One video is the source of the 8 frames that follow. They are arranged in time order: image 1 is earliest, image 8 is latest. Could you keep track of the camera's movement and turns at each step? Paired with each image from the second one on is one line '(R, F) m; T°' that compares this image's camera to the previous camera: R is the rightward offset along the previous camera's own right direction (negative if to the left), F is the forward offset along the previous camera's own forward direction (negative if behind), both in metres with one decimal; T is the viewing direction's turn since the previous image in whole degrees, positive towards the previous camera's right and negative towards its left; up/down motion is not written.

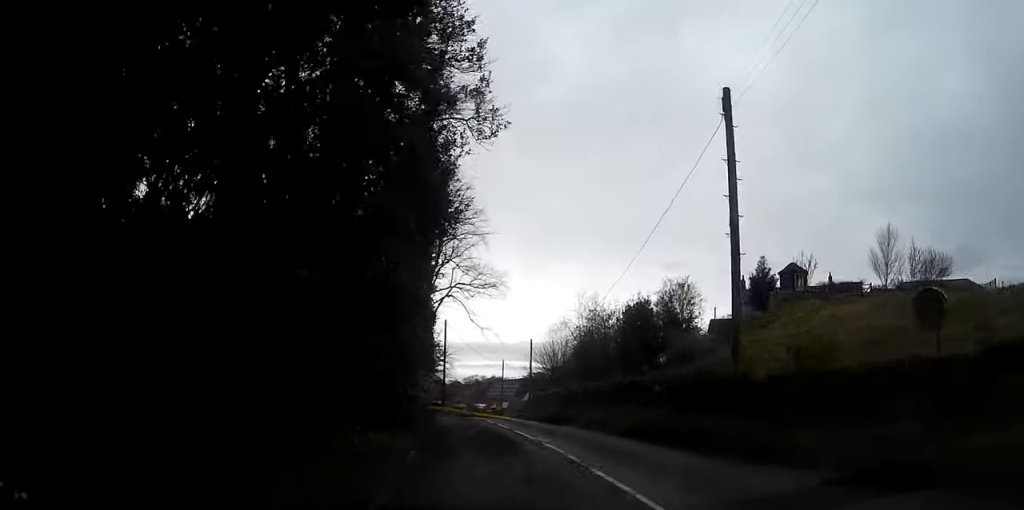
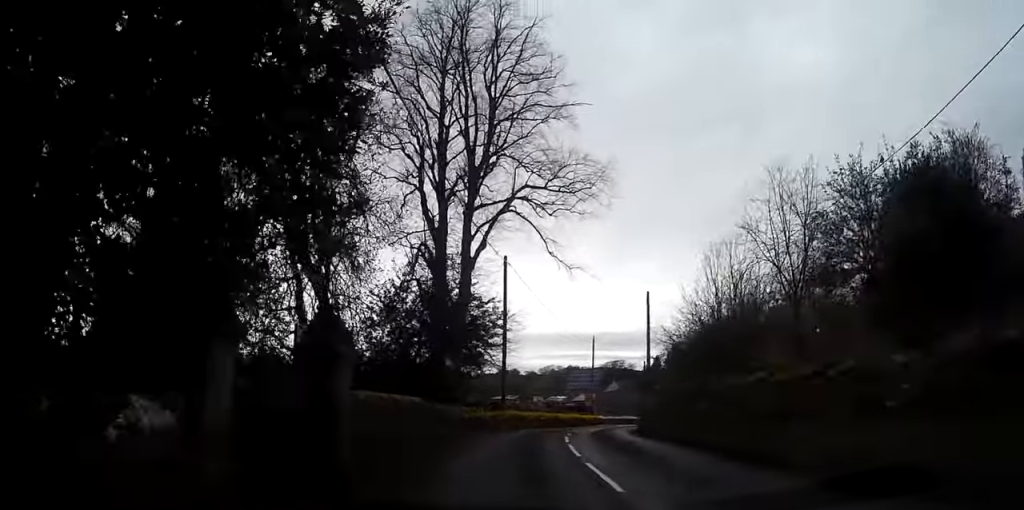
(-1.6, +28.4) m; -5°
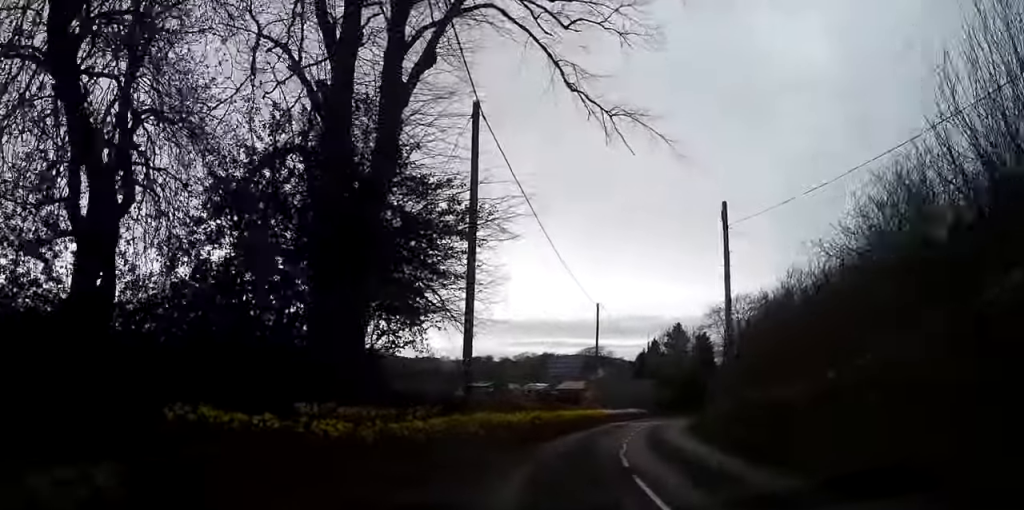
(-0.1, +19.3) m; +1°
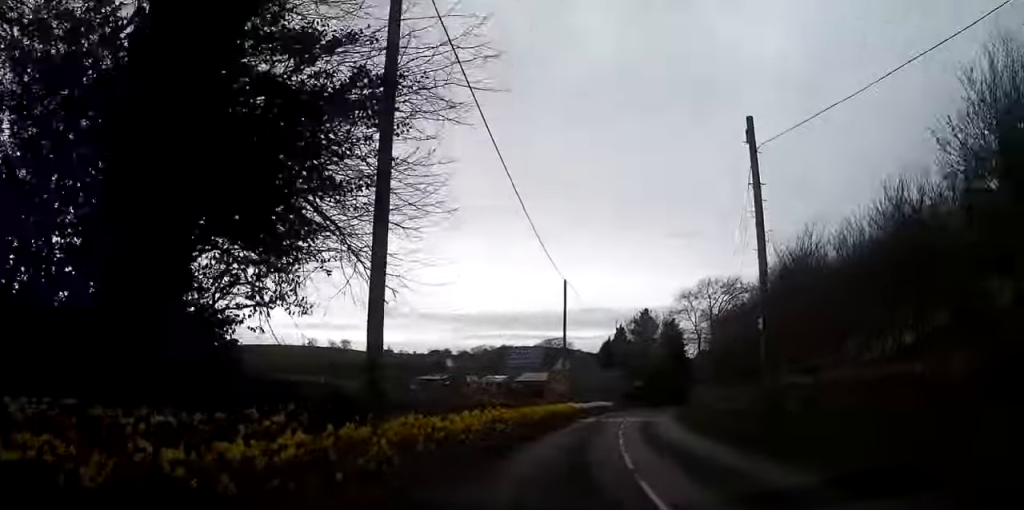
(+0.1, +7.2) m; +2°
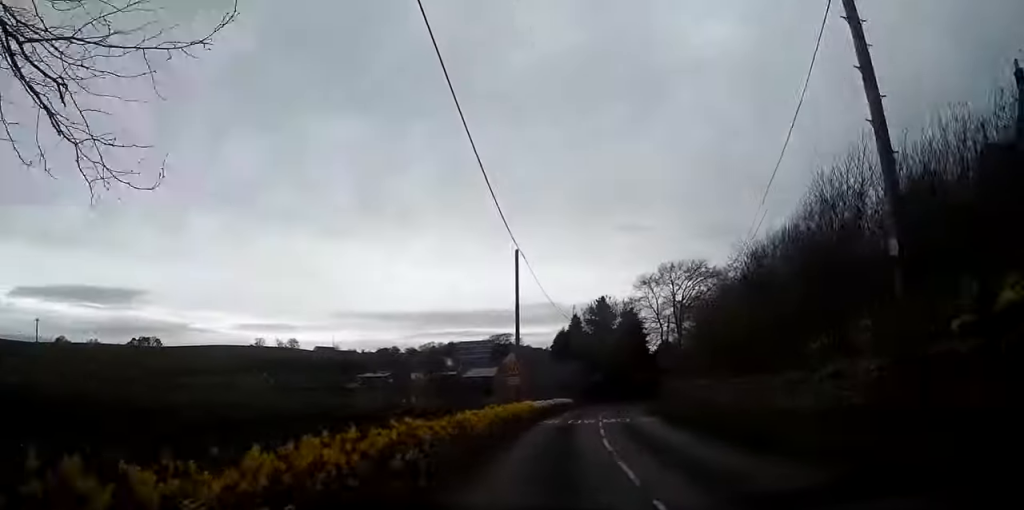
(+0.1, +8.4) m; +4°
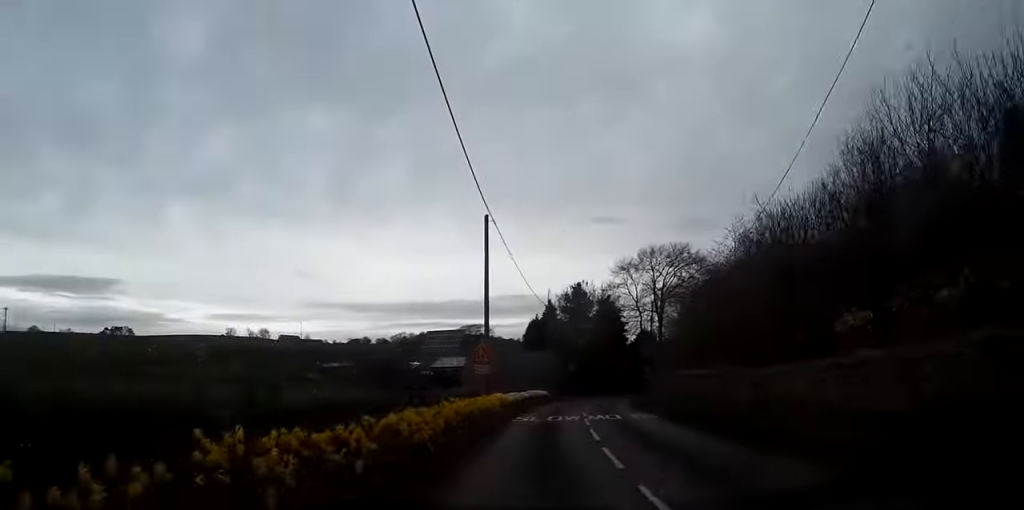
(+0.2, +5.3) m; +2°
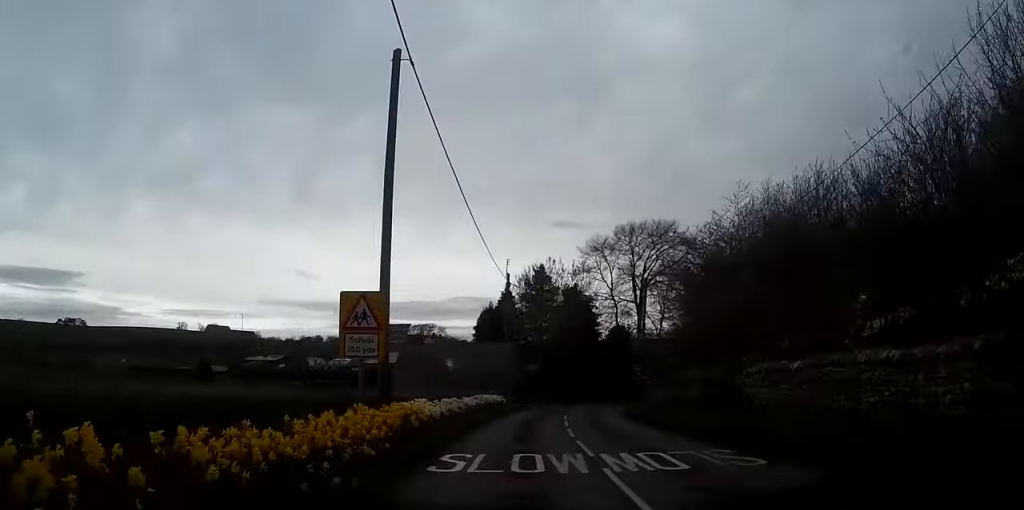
(+0.8, +15.7) m; +3°
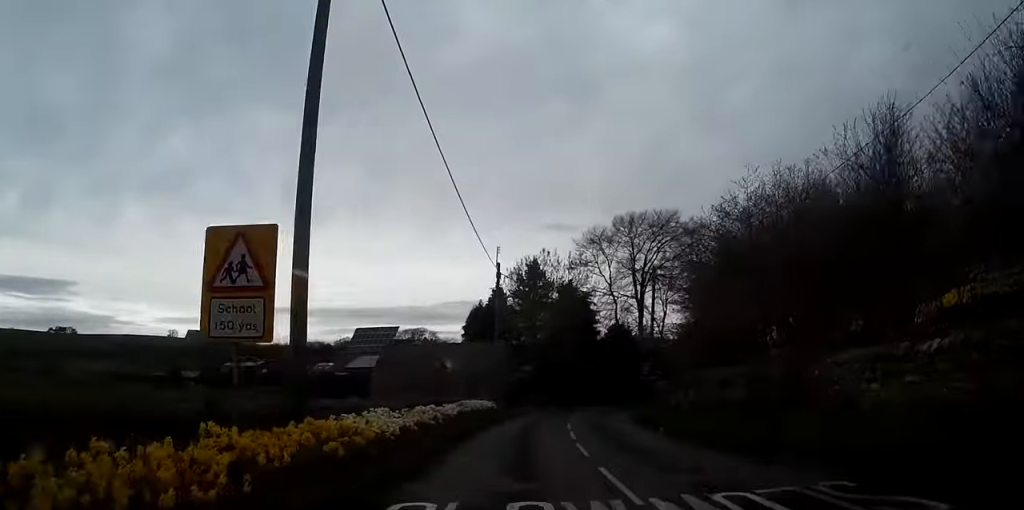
(0.0, +5.5) m; 0°
